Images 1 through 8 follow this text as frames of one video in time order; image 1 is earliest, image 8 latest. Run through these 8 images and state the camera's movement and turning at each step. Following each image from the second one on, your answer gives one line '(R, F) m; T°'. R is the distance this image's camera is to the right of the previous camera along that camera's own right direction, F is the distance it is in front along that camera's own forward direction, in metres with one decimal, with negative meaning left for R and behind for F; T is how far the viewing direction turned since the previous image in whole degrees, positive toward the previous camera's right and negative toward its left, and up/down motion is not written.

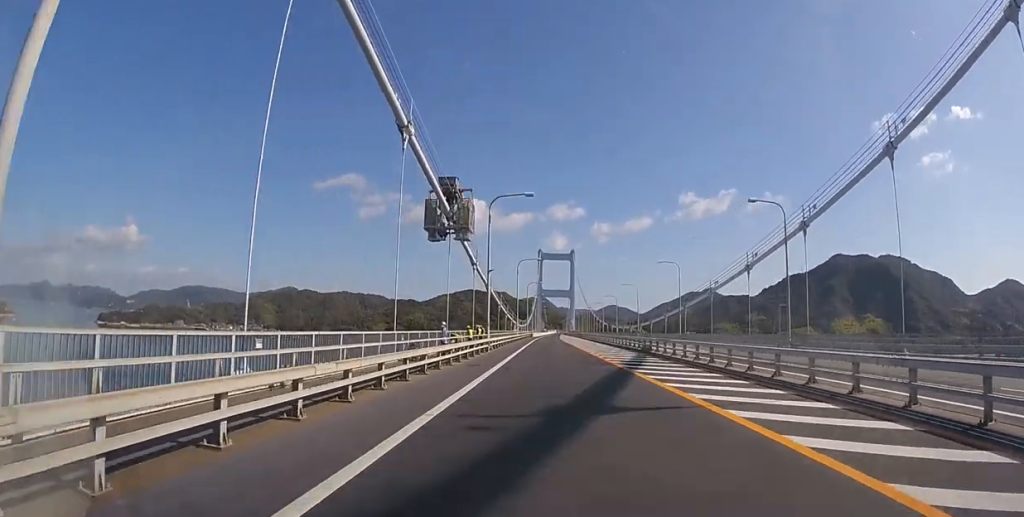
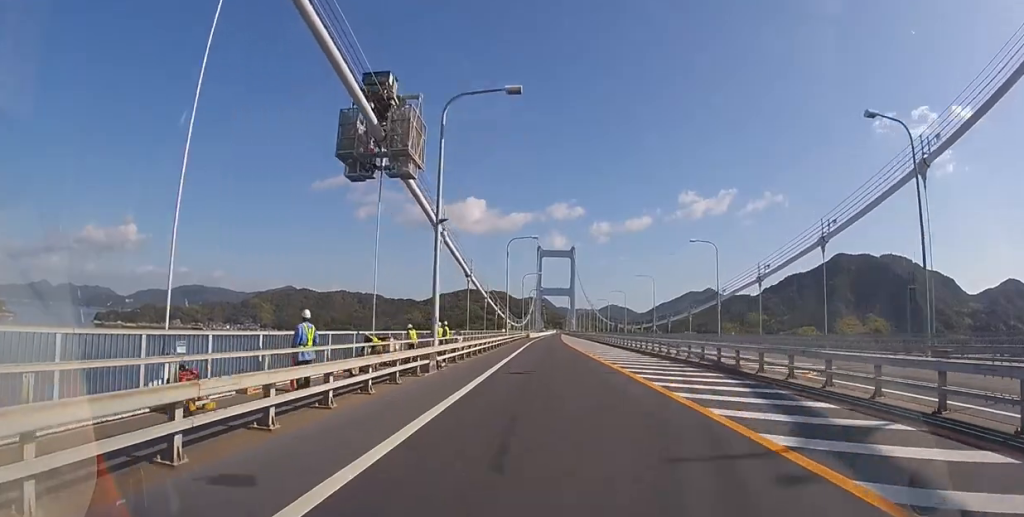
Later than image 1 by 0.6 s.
(0.0, +14.9) m; 0°
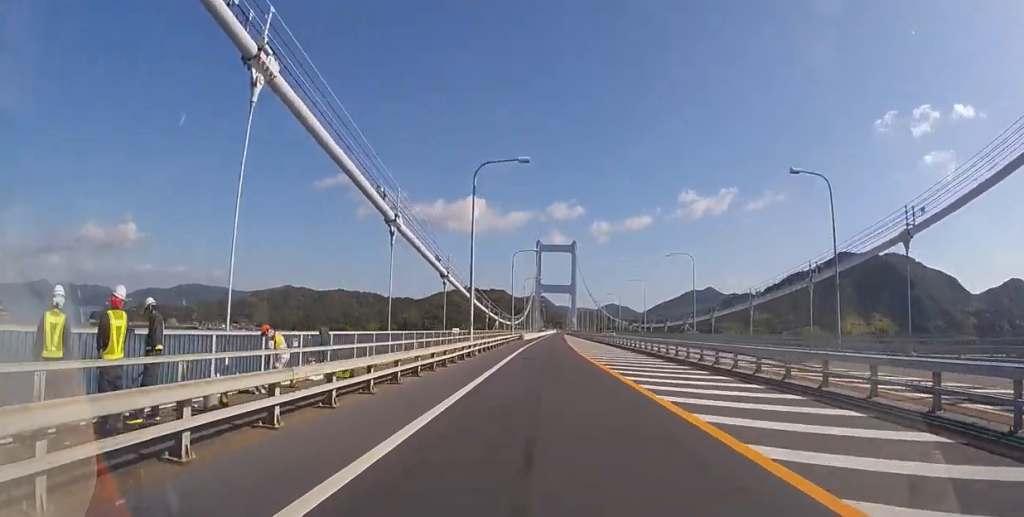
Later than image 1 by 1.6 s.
(0.0, +21.9) m; 0°
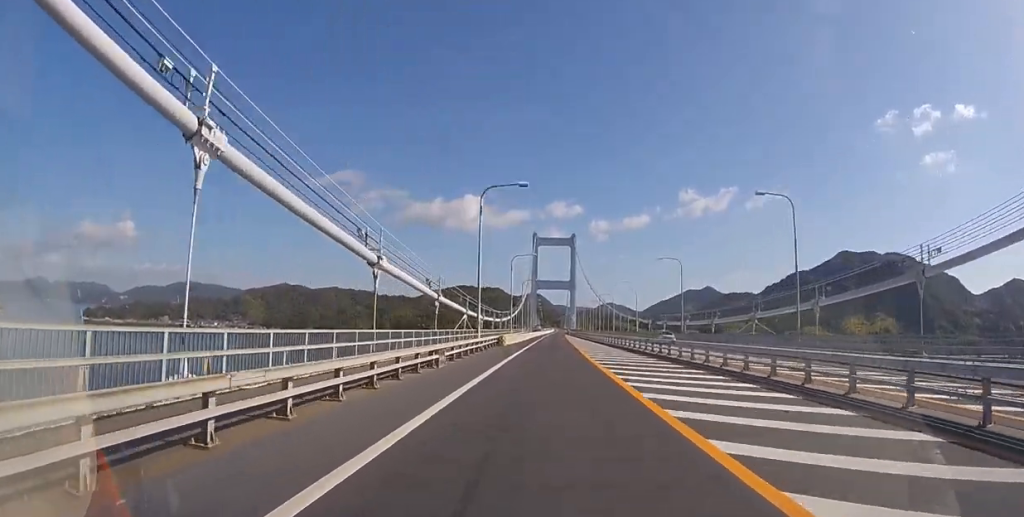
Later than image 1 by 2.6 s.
(0.0, +25.0) m; 0°
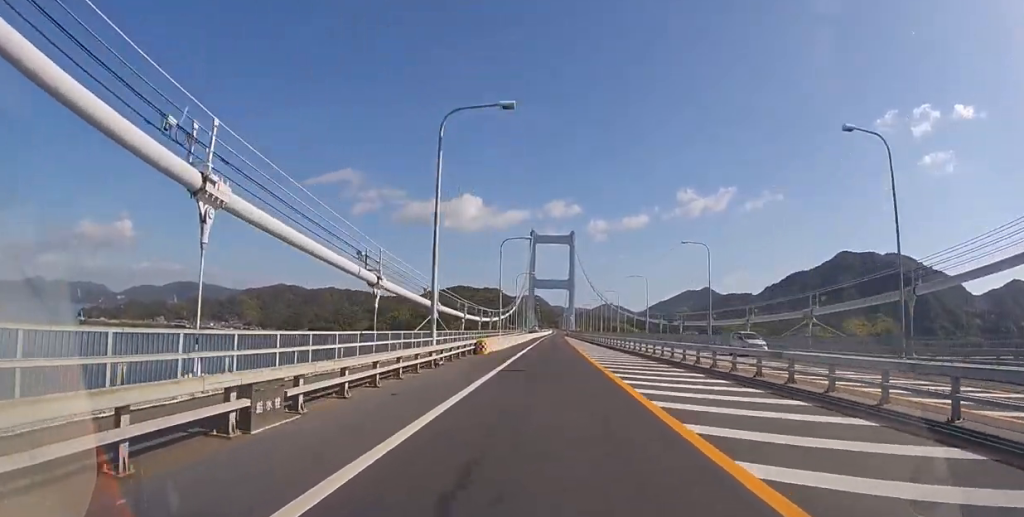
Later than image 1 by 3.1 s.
(0.0, +11.7) m; 0°
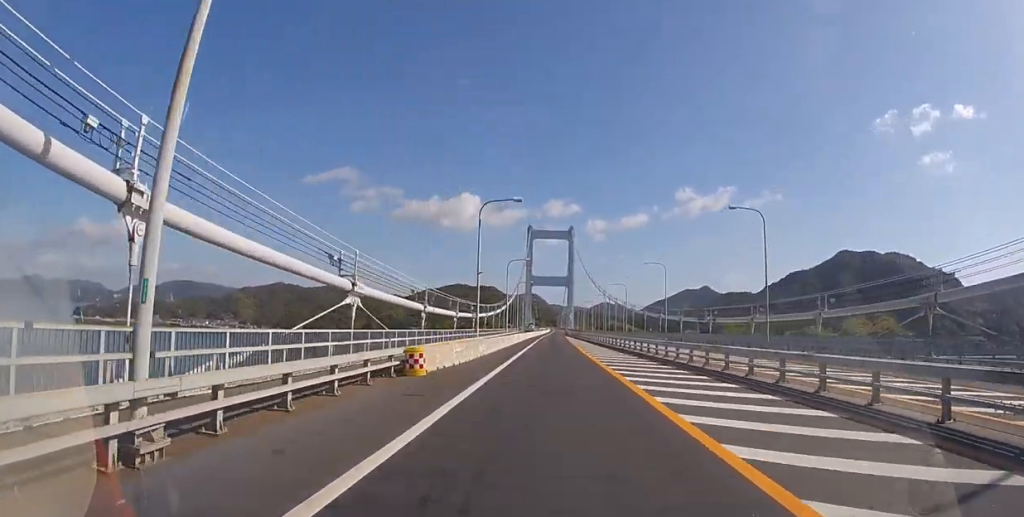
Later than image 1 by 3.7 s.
(0.0, +13.3) m; 0°
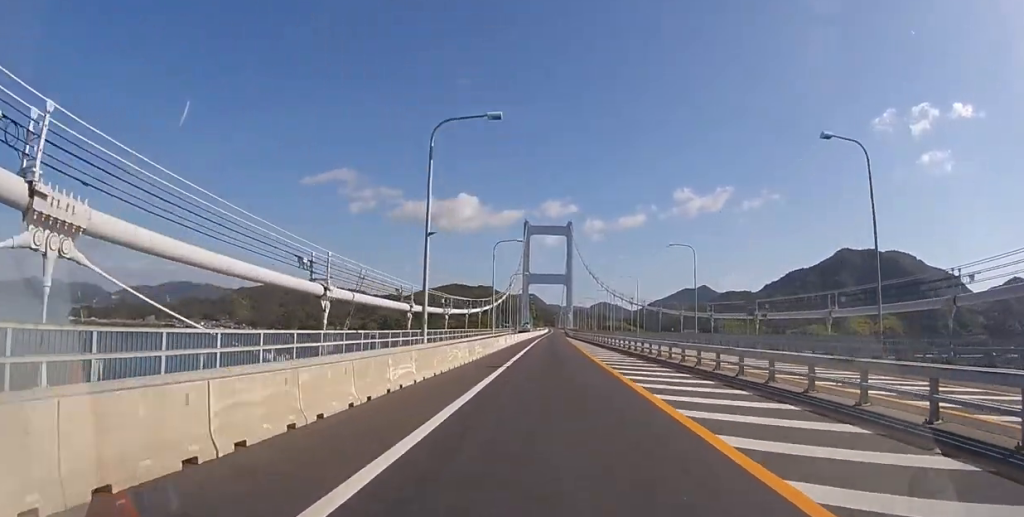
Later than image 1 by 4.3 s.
(0.0, +14.0) m; 0°
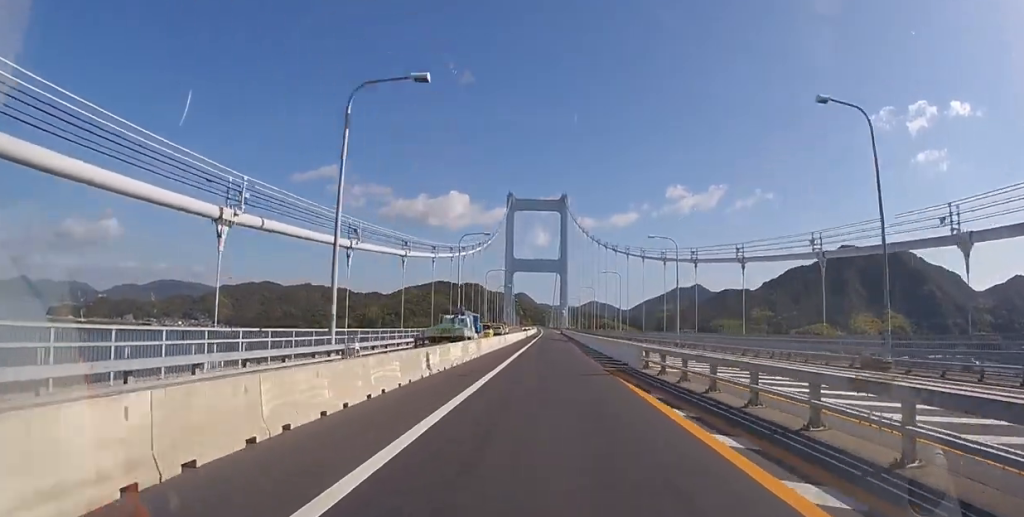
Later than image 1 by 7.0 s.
(+0.7, +62.9) m; +1°
